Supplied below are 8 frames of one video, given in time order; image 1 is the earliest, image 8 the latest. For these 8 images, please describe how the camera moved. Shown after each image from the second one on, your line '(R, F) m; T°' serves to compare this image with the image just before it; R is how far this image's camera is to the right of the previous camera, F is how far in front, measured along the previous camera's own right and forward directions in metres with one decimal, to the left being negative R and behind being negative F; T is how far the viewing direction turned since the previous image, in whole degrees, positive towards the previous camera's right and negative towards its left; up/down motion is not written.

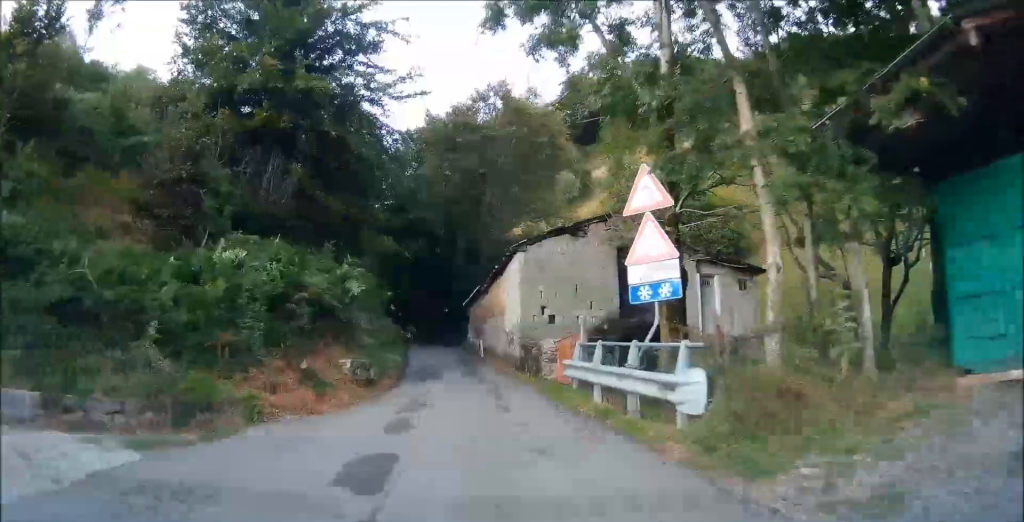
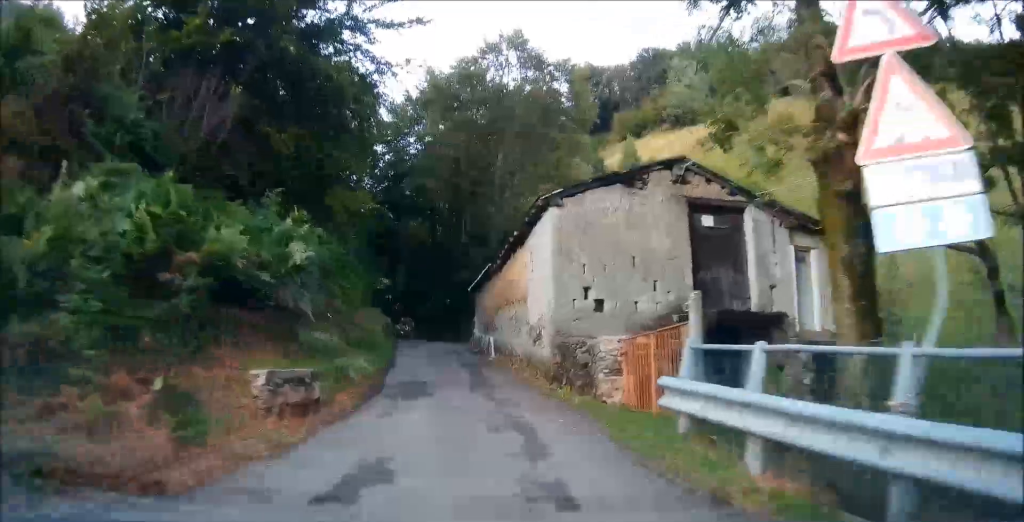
(+0.1, +5.7) m; +1°
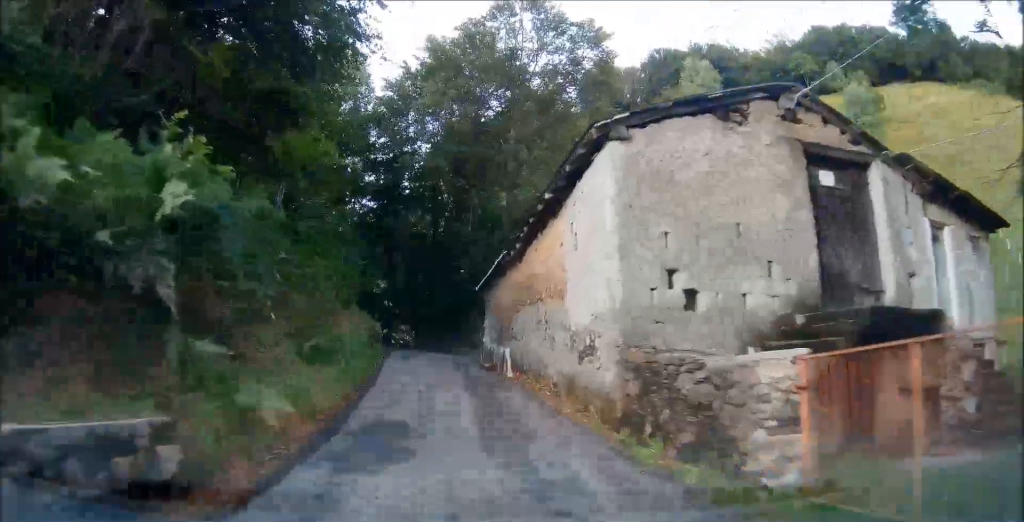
(0.0, +4.7) m; -1°
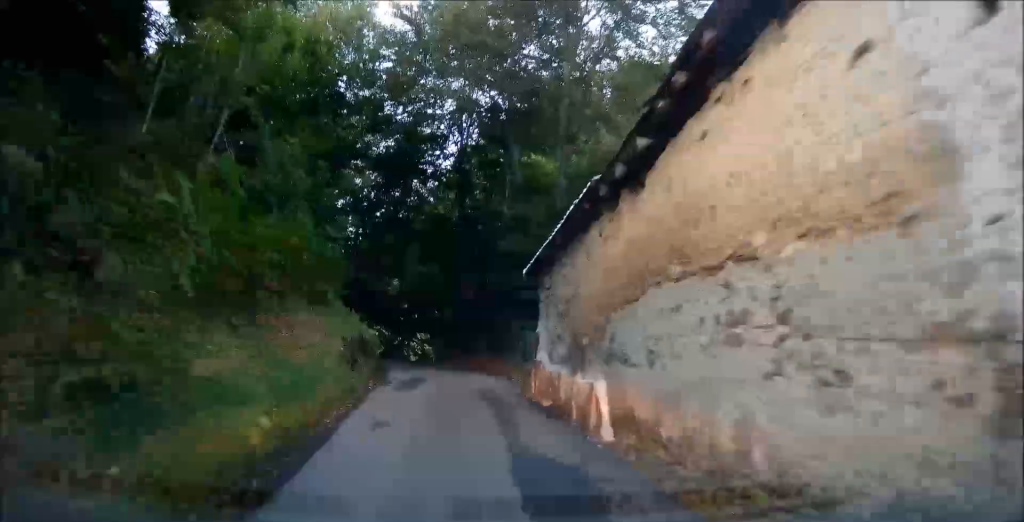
(-0.2, +7.4) m; -5°
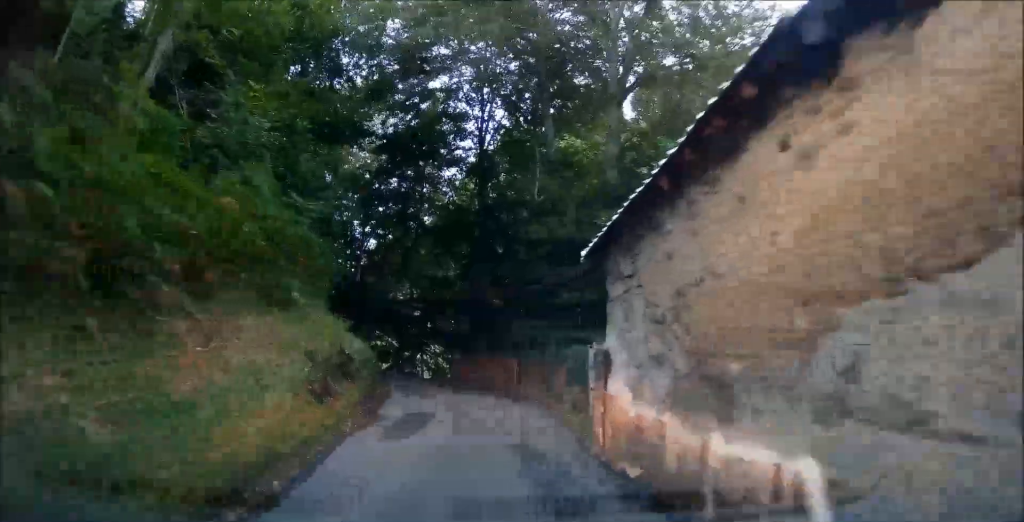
(-0.1, +4.1) m; -3°
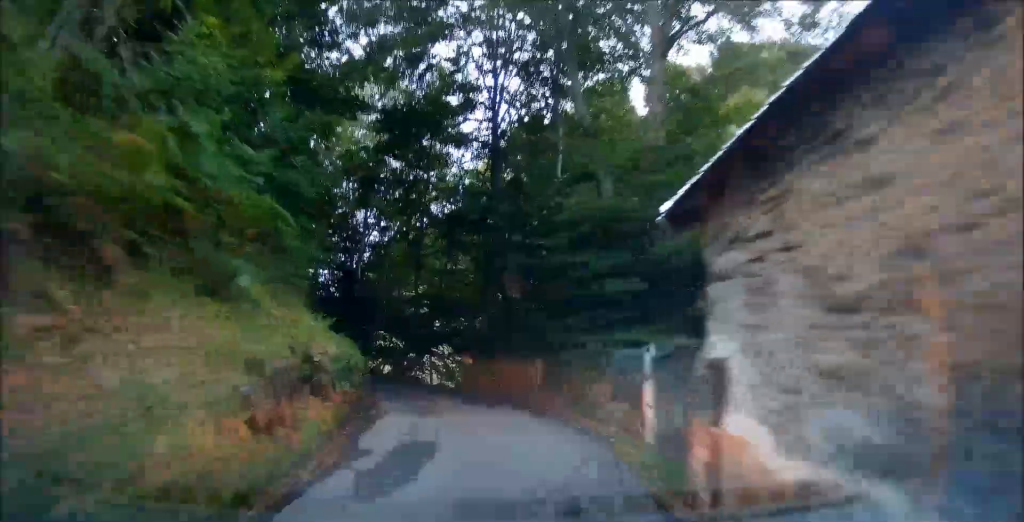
(-0.1, +3.0) m; -1°
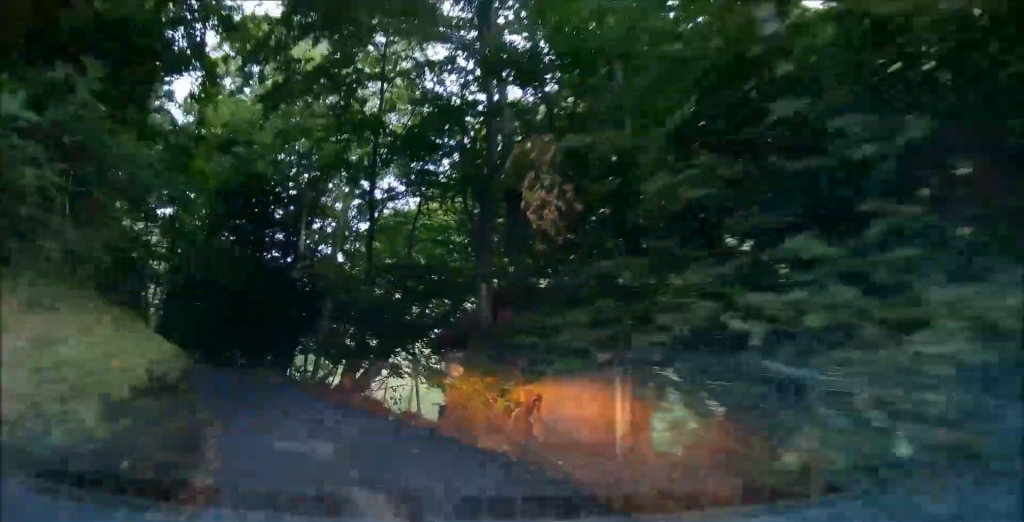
(-0.4, +9.5) m; -7°
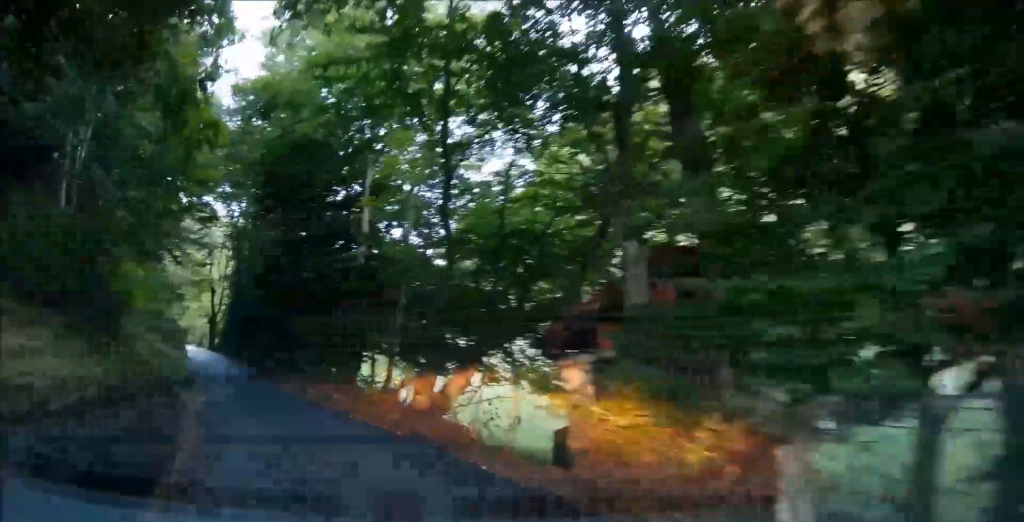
(-0.3, +4.8) m; -8°
